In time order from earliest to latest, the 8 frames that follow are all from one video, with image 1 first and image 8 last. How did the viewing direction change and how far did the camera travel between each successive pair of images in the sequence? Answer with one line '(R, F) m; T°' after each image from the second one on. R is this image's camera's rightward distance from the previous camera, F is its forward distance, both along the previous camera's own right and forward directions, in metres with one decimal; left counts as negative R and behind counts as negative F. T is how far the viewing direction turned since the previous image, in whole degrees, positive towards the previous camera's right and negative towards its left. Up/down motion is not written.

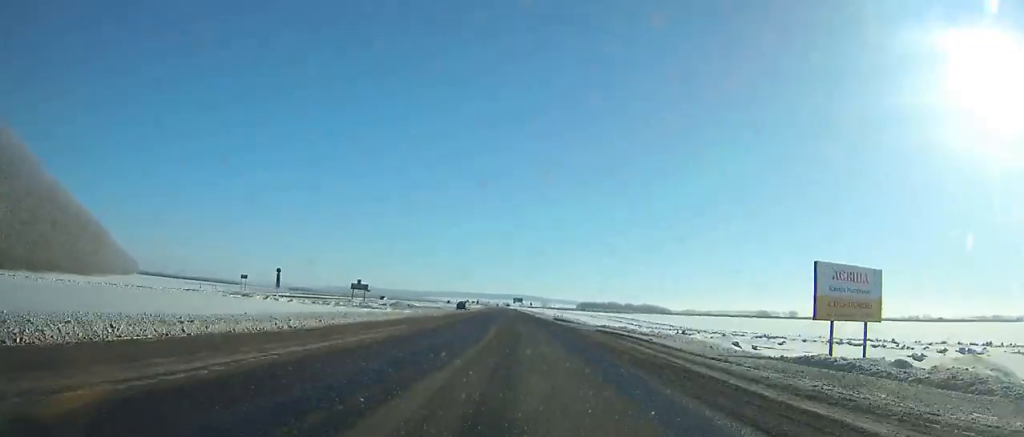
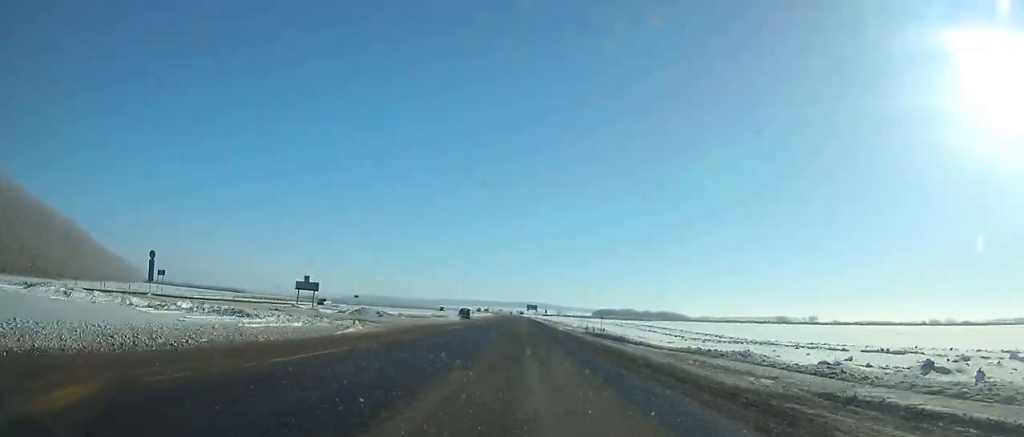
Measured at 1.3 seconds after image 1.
(-0.1, +30.5) m; -1°
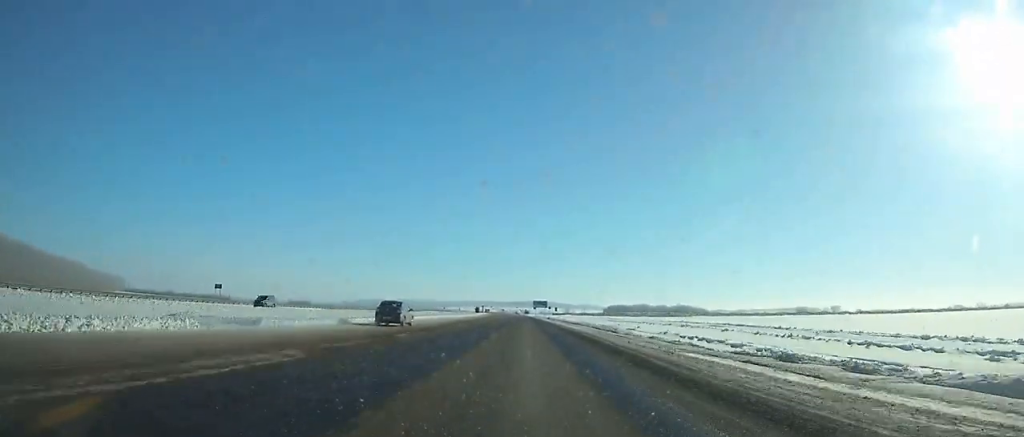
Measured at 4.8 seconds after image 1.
(-1.2, +83.3) m; -1°
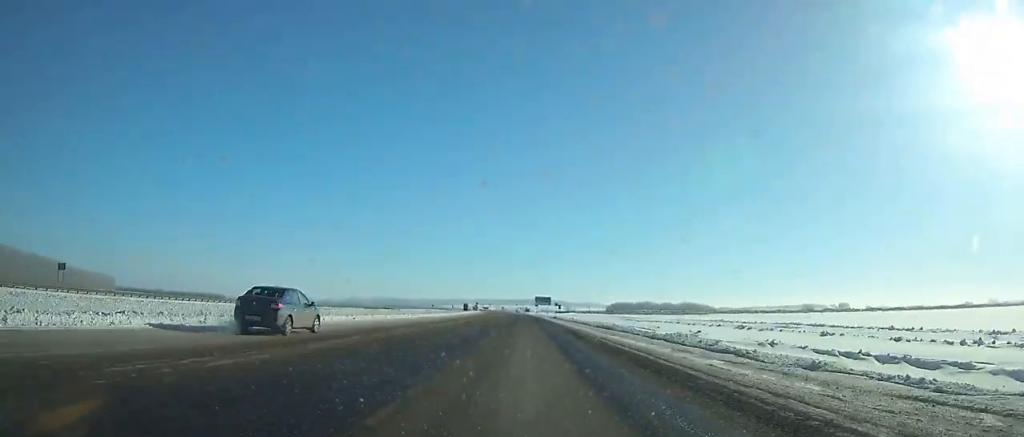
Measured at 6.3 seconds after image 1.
(+0.1, +35.3) m; 0°
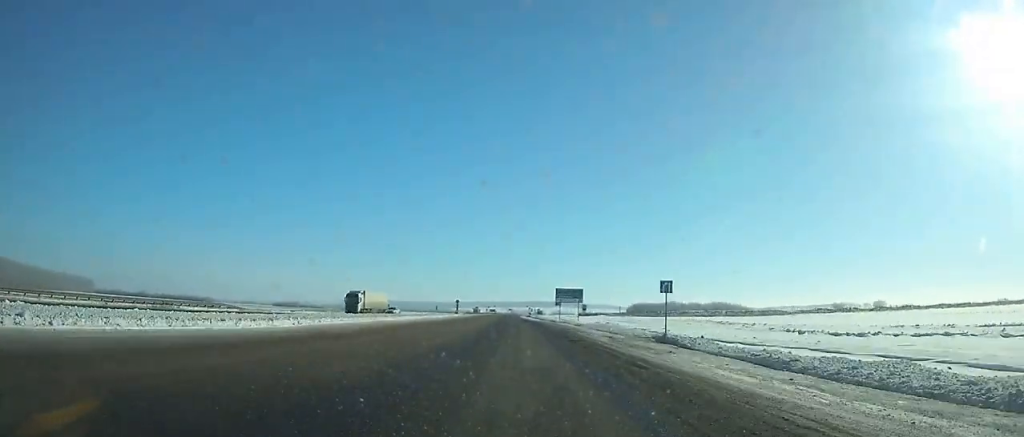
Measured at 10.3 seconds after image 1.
(-0.5, +95.5) m; -1°
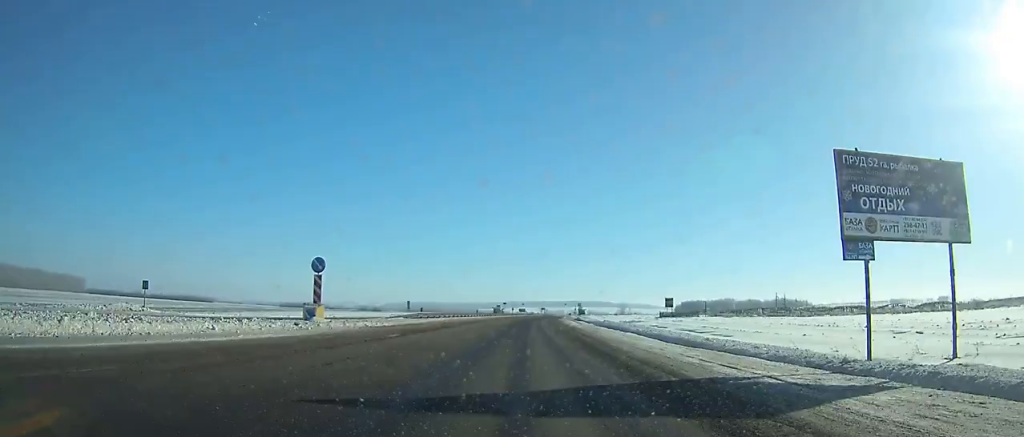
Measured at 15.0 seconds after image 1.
(-2.3, +107.4) m; -1°
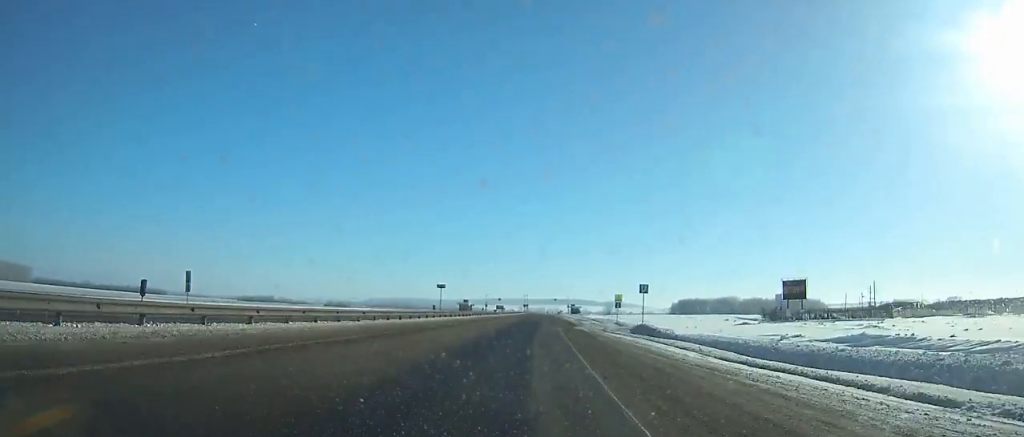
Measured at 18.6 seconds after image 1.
(+0.3, +81.9) m; +1°
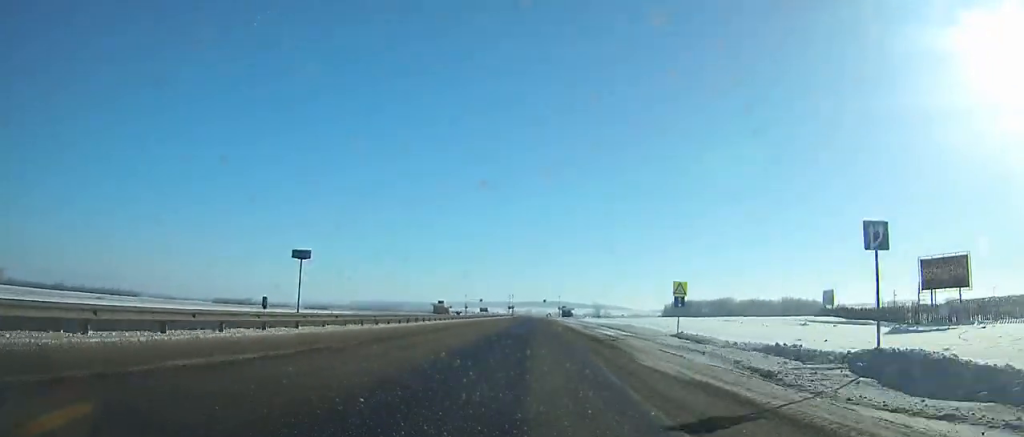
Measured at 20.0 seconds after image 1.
(+0.3, +31.6) m; +1°
